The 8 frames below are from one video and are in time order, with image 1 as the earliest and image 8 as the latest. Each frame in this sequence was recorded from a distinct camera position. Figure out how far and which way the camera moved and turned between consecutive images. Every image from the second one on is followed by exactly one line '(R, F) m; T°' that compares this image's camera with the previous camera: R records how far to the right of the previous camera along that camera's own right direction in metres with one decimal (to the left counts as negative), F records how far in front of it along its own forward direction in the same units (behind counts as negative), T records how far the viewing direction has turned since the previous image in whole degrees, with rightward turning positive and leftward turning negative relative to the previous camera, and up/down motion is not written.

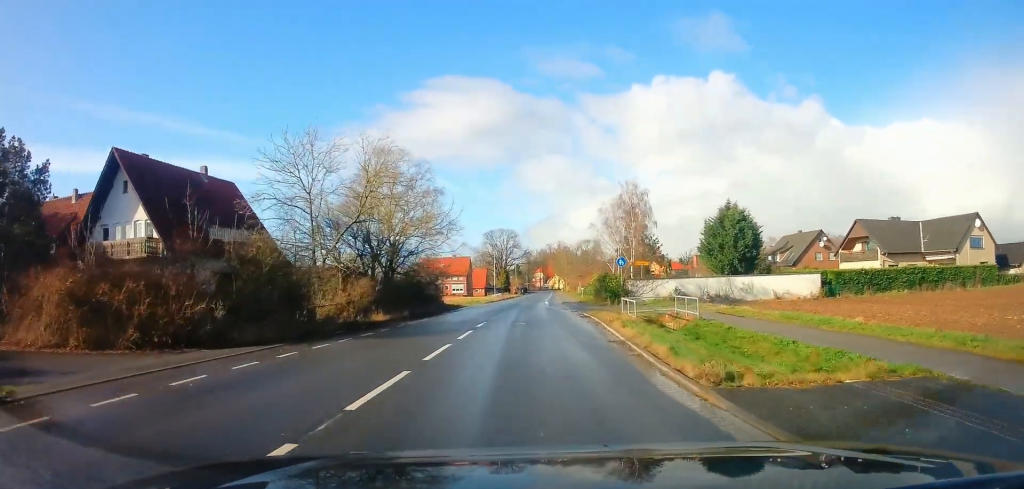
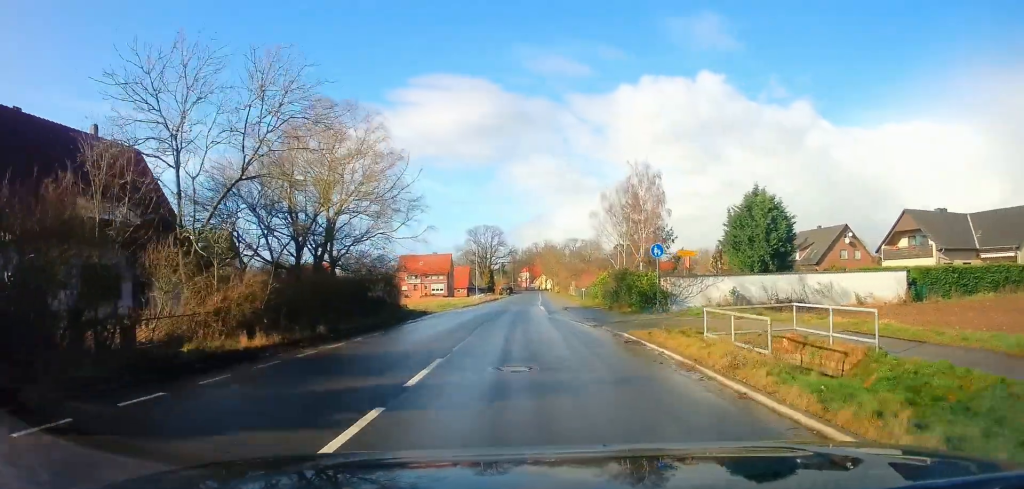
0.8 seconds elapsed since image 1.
(+0.2, +11.7) m; +1°
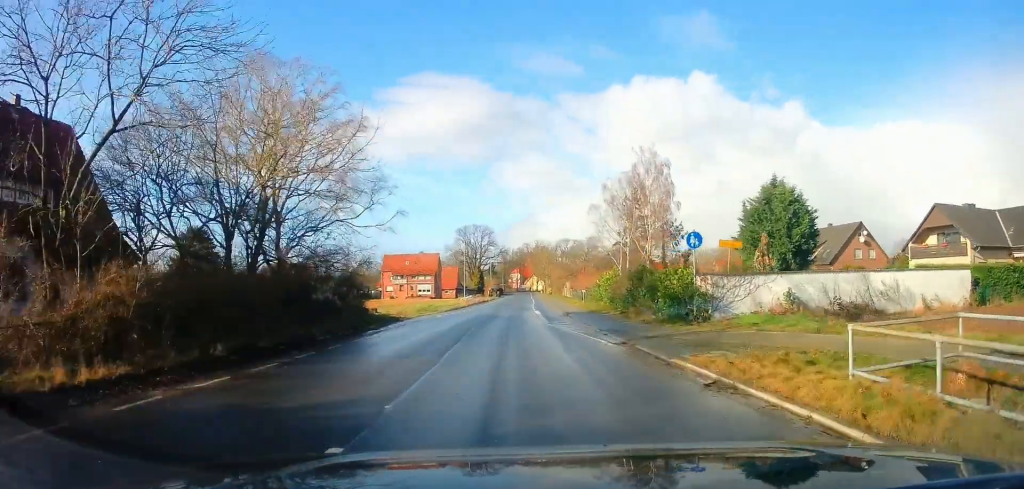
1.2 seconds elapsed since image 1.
(+0.2, +6.2) m; 0°
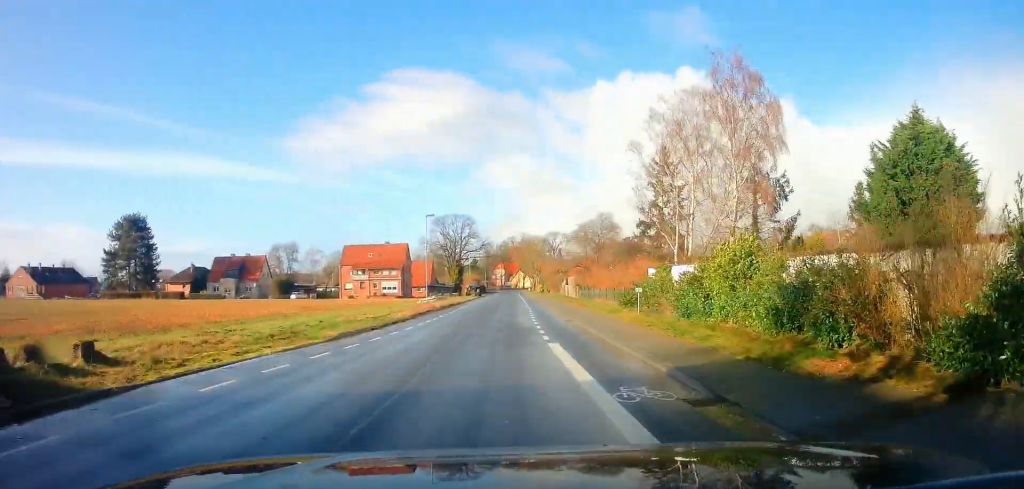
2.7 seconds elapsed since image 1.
(+0.1, +22.2) m; +2°
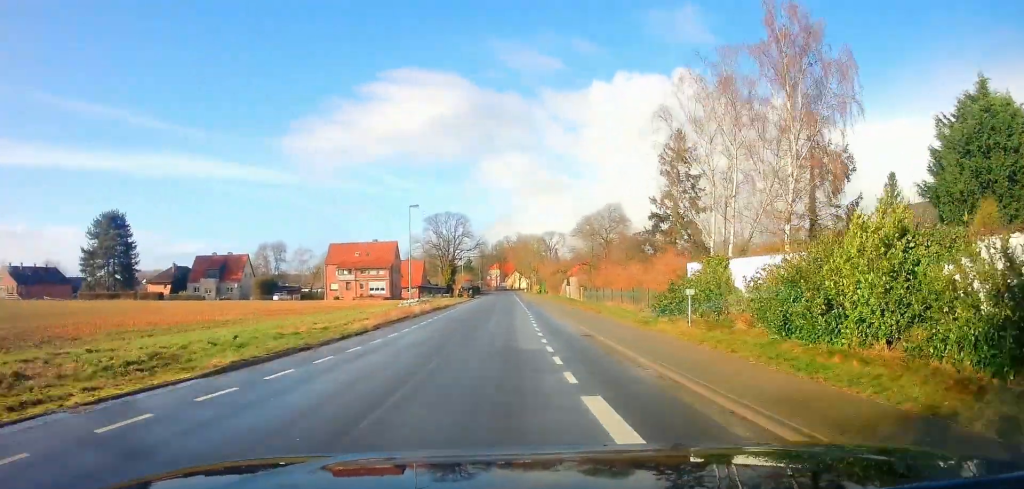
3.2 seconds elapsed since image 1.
(+0.2, +6.5) m; +1°
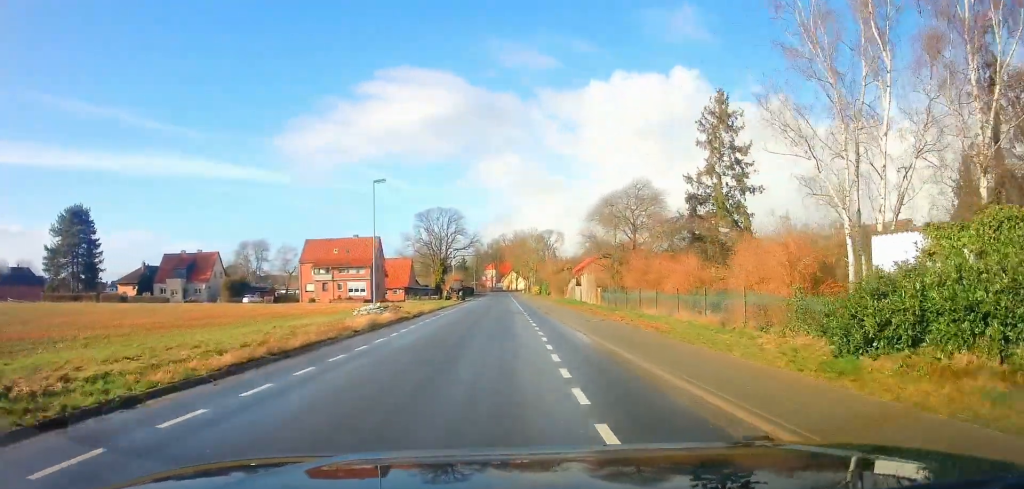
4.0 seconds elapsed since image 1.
(0.0, +11.3) m; 0°
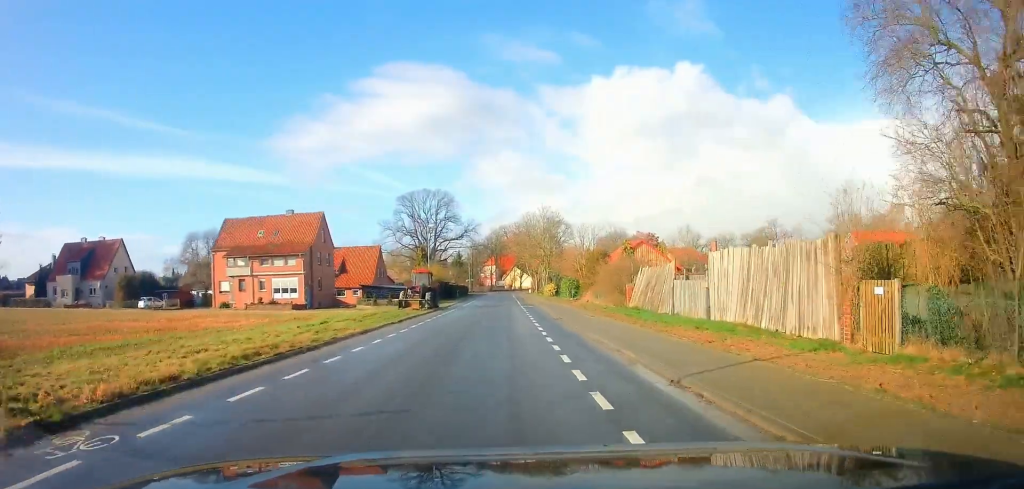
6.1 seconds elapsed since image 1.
(-0.6, +30.3) m; -1°
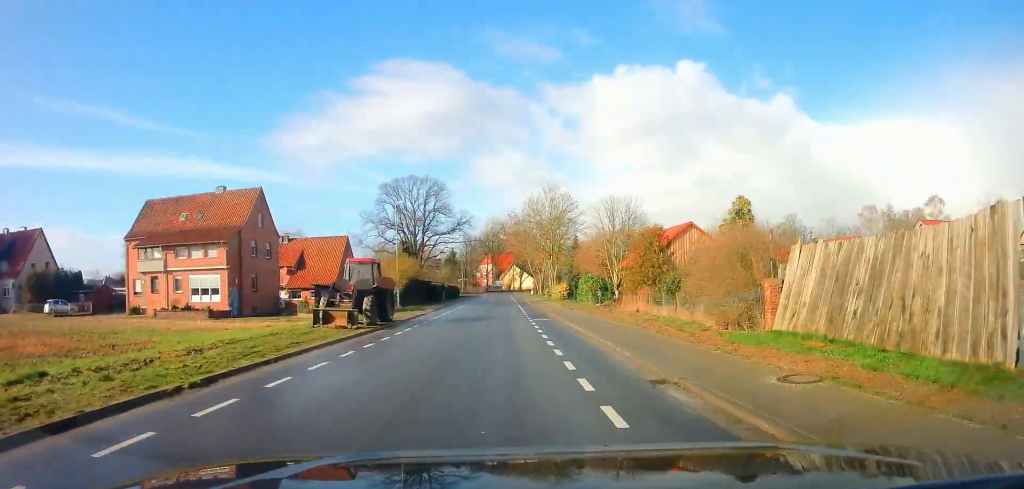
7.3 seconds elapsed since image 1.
(+0.3, +16.7) m; +1°
